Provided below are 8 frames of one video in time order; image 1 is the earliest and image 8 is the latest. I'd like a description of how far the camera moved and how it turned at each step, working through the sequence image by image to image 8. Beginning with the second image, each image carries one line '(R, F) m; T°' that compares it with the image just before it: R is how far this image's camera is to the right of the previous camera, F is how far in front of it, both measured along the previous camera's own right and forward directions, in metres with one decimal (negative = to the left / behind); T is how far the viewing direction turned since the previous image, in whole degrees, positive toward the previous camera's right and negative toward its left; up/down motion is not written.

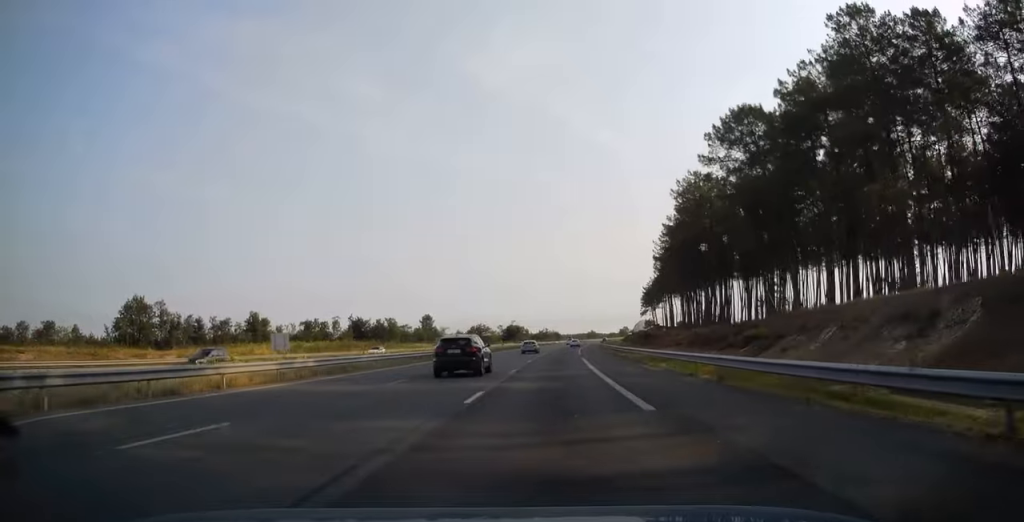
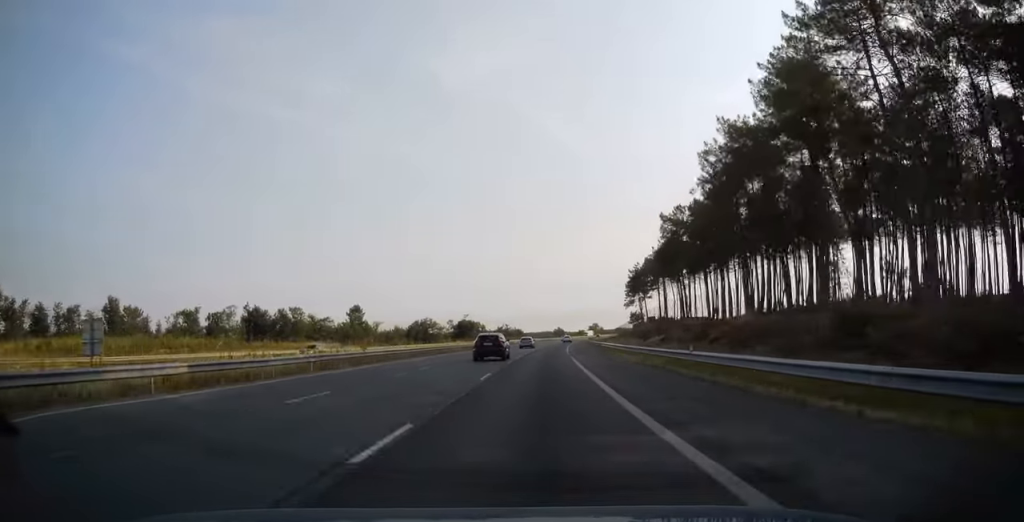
(+1.8, +58.9) m; +4°
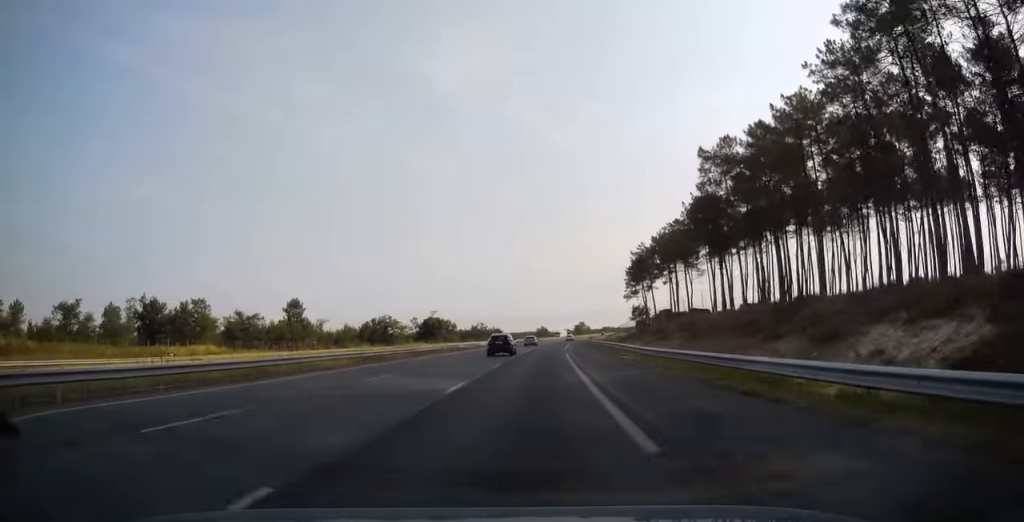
(+0.9, +43.0) m; +2°
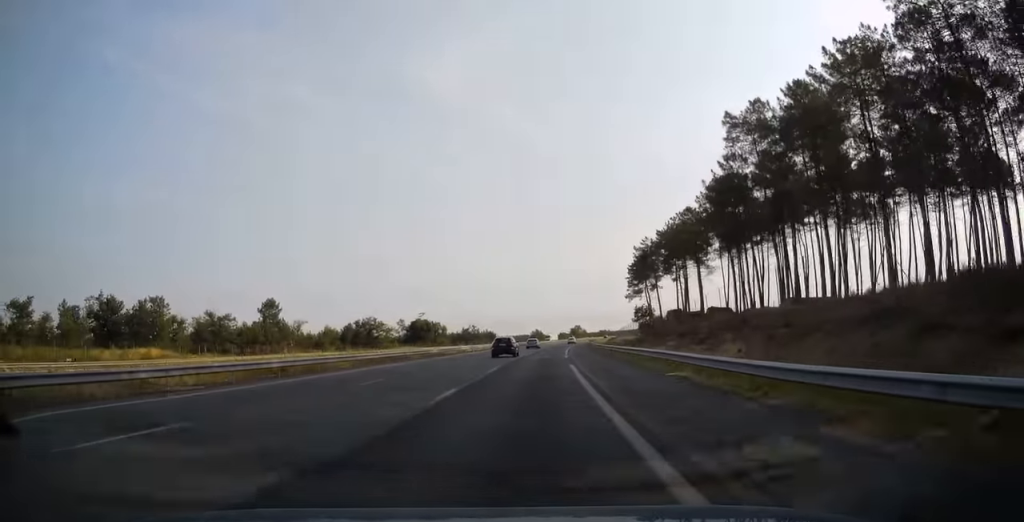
(0.0, +14.2) m; 0°
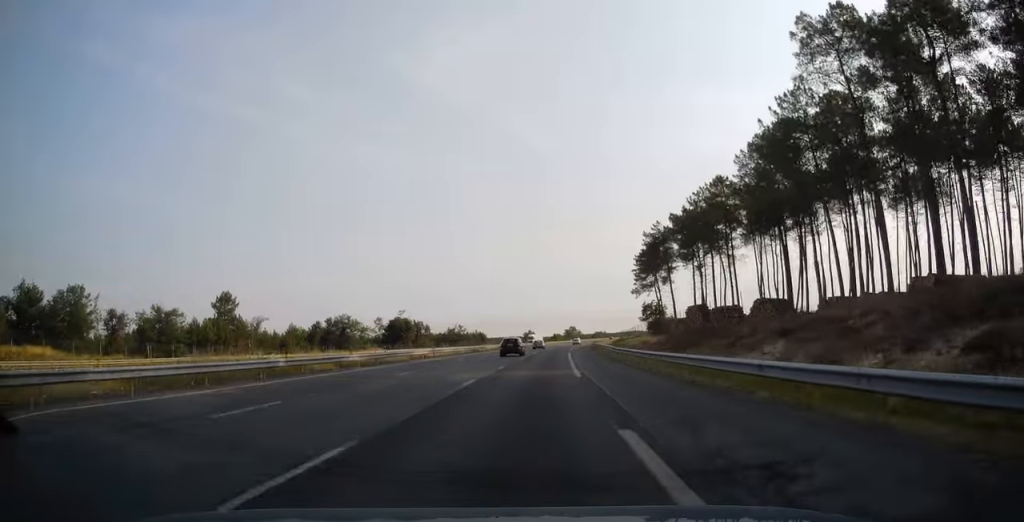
(+0.2, +22.4) m; +1°
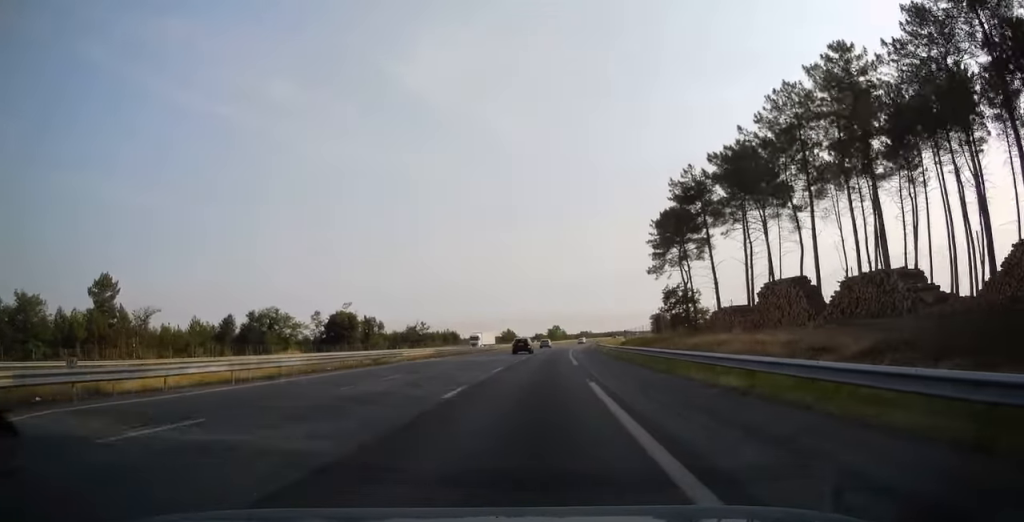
(+0.5, +41.8) m; +1°
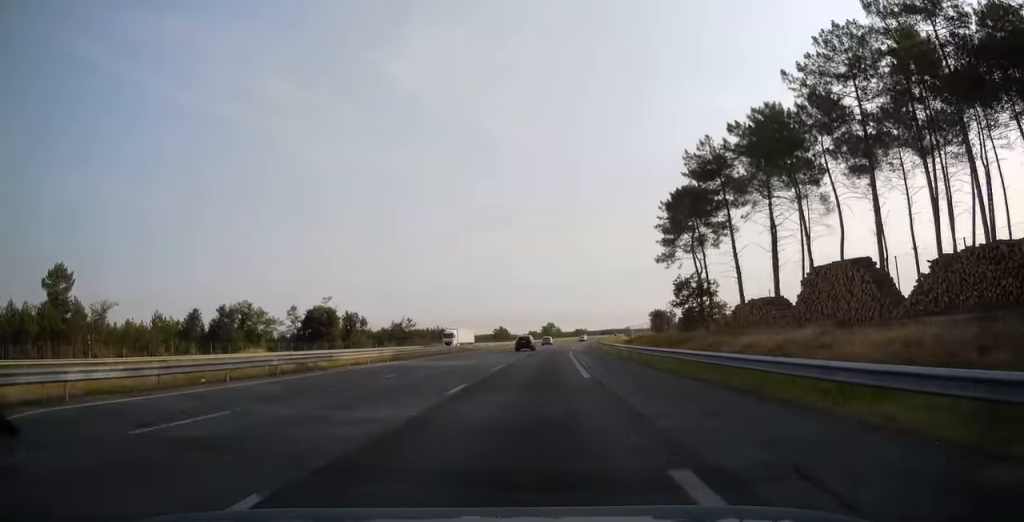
(+0.1, +12.2) m; 0°
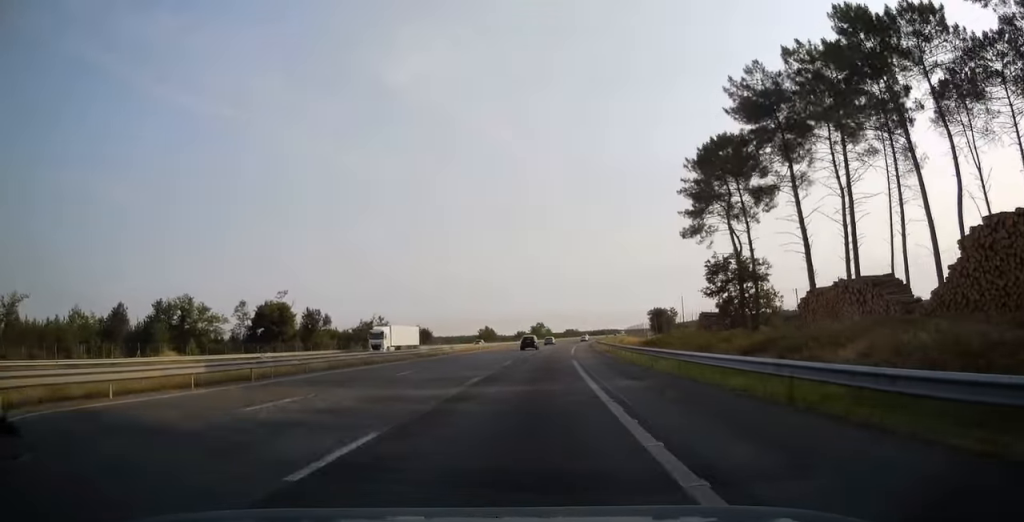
(+0.1, +22.0) m; +1°
